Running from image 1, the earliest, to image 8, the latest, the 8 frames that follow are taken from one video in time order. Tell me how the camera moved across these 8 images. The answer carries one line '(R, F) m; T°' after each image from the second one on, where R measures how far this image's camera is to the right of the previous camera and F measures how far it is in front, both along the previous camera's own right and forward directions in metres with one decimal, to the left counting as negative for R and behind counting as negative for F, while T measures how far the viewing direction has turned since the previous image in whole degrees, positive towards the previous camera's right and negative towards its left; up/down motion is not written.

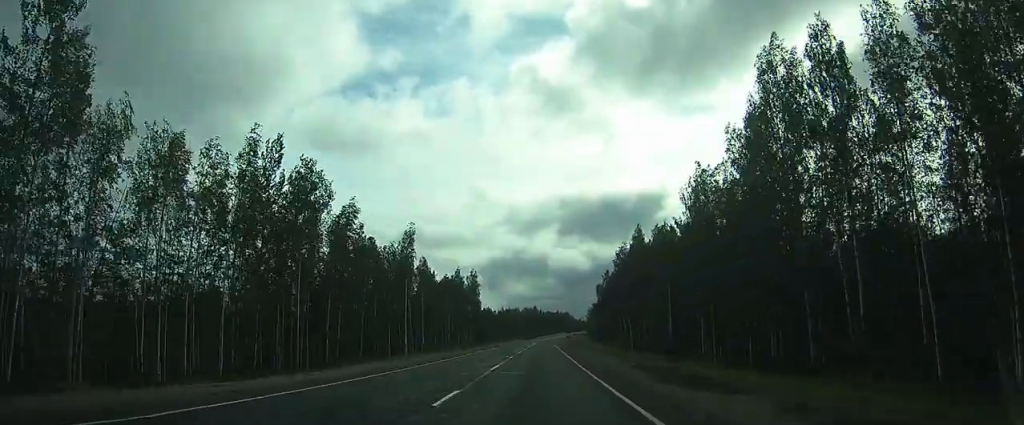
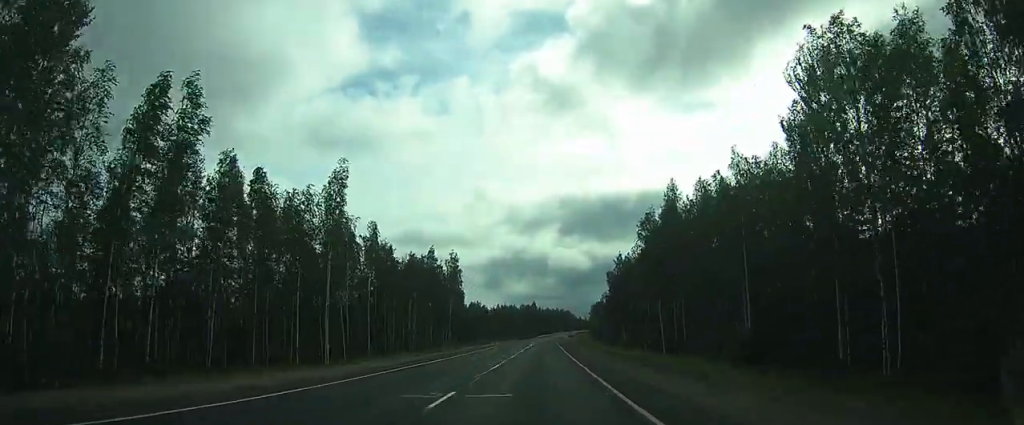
(-0.1, +24.4) m; +1°
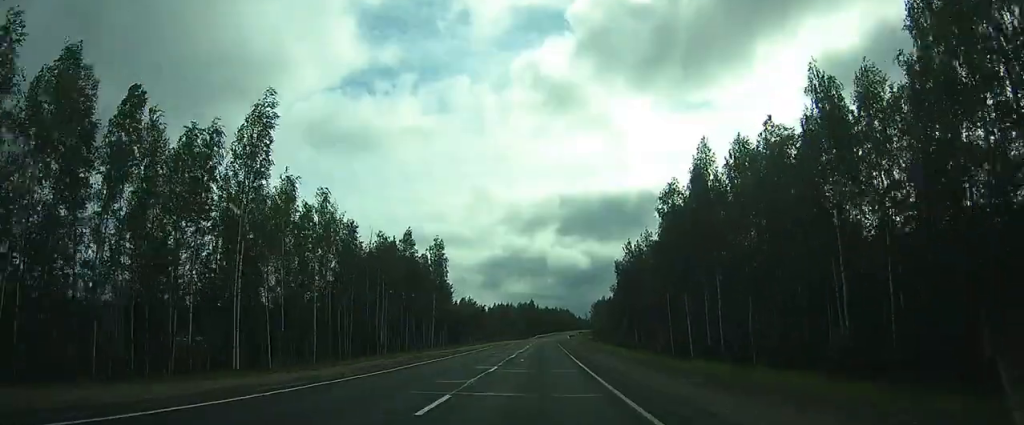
(+0.2, +12.9) m; 0°
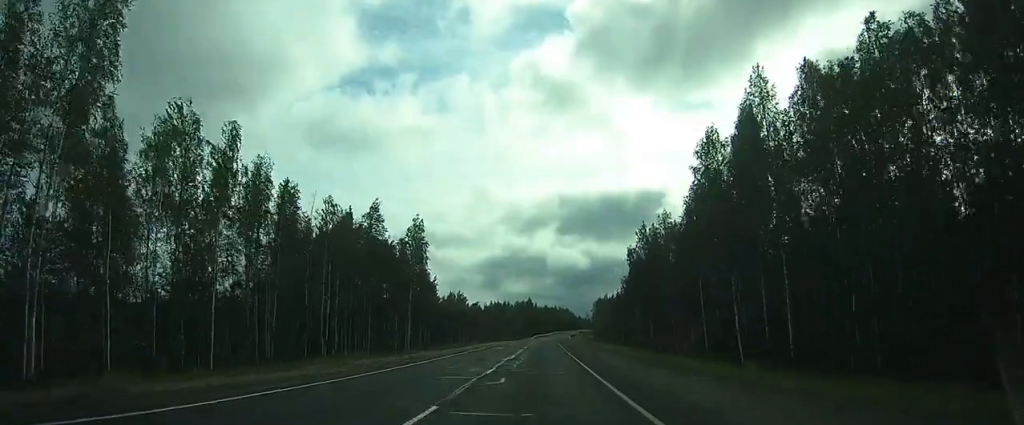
(+0.1, +13.6) m; 0°
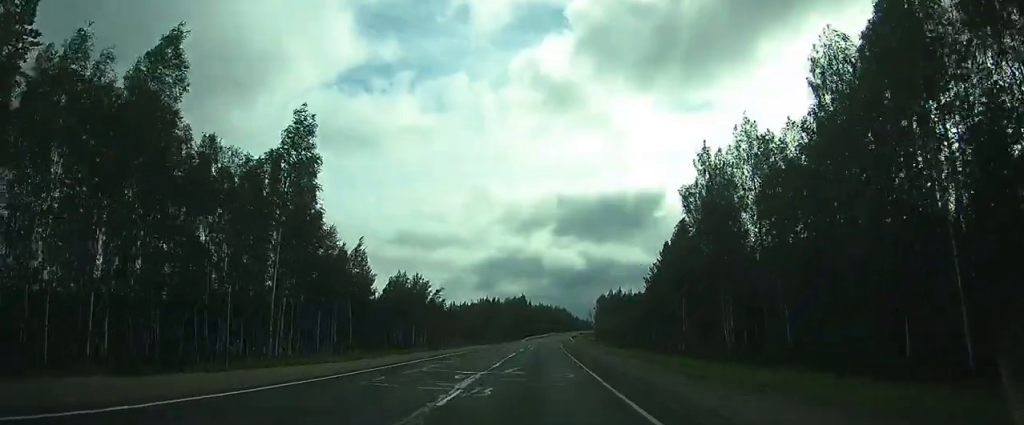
(0.0, +32.5) m; +1°
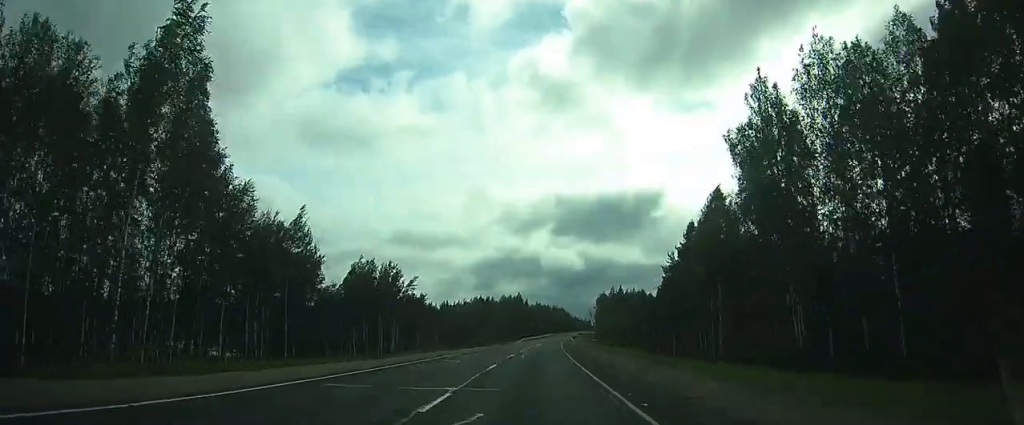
(0.0, +12.8) m; +1°
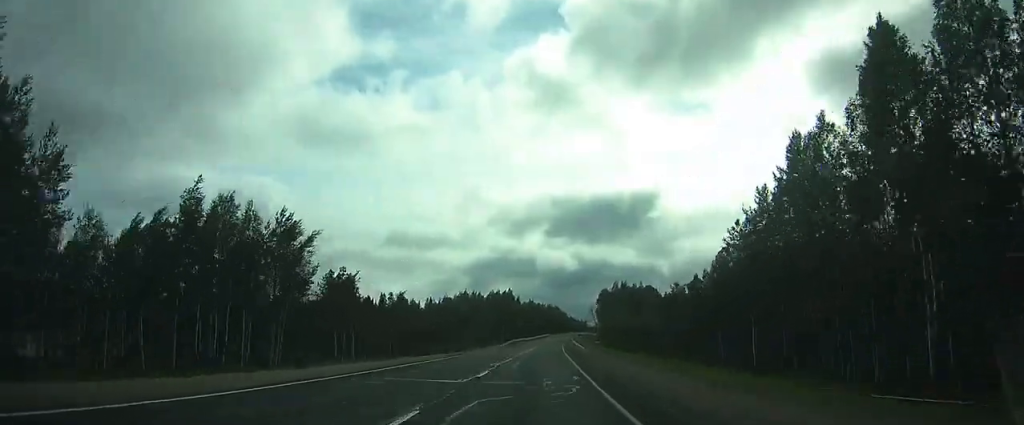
(+0.5, +26.5) m; +1°
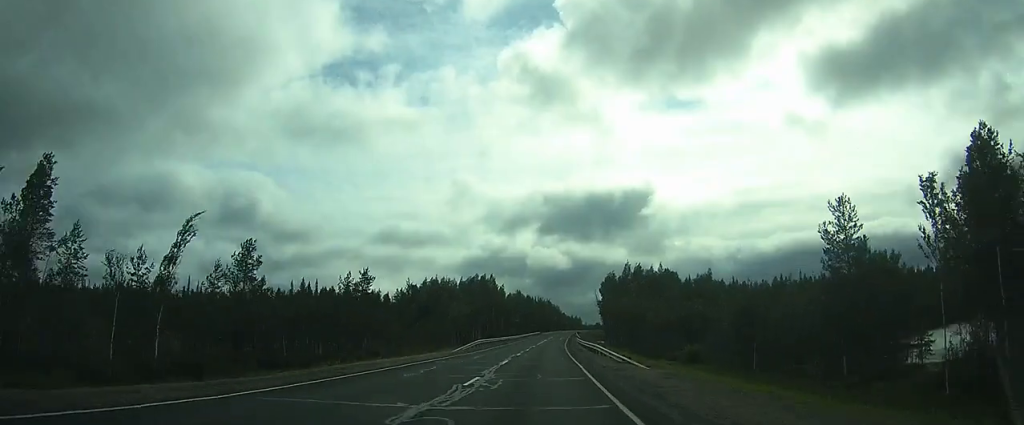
(+0.3, +39.9) m; 0°
